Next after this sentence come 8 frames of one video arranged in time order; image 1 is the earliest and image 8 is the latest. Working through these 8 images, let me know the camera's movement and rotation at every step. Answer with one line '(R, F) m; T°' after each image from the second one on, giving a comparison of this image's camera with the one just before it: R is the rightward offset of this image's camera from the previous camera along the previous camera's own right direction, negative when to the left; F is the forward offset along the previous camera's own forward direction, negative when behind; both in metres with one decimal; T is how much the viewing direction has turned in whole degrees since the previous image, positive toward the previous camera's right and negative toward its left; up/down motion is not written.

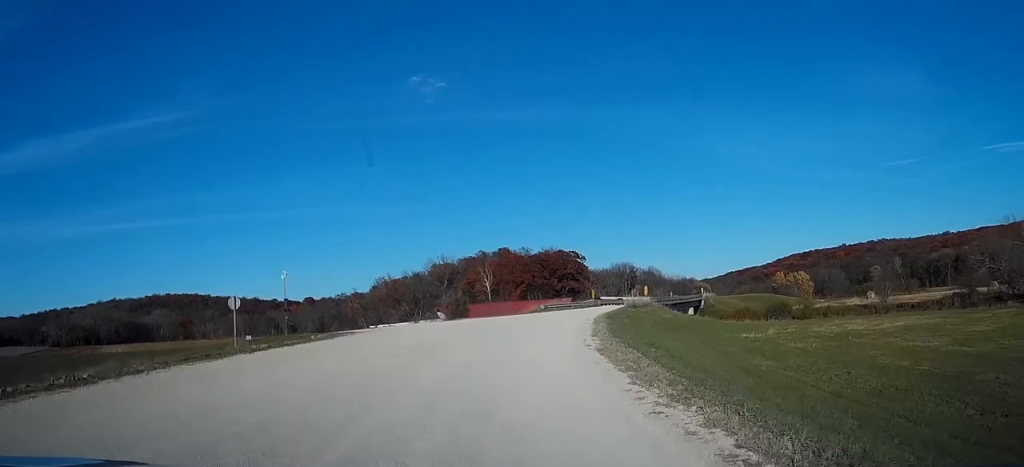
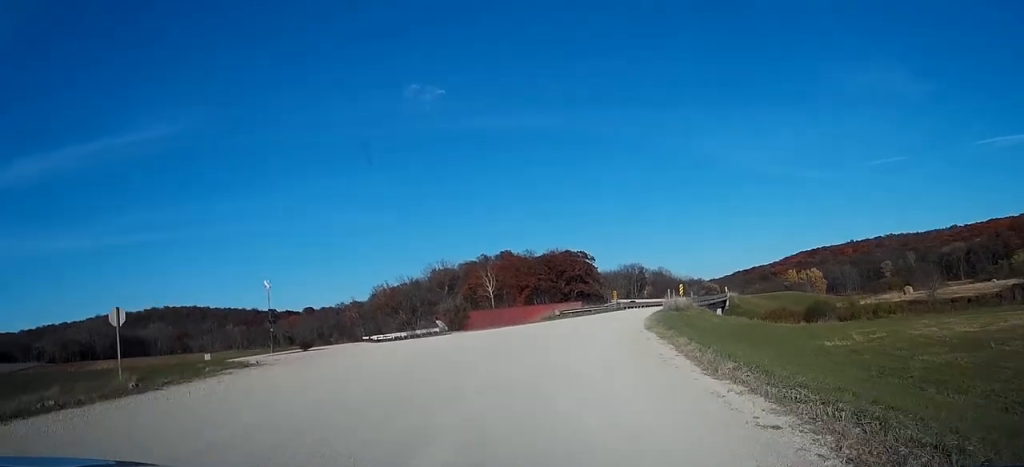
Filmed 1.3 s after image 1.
(+0.4, +15.5) m; -1°
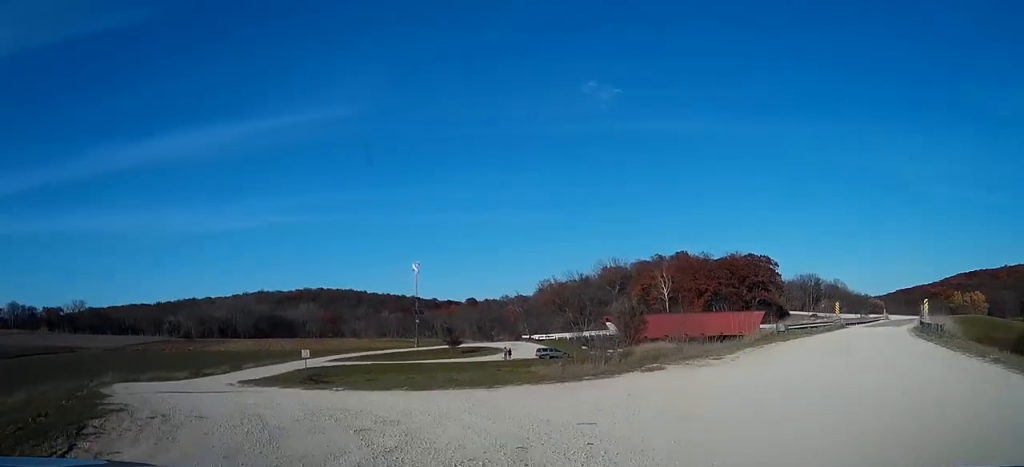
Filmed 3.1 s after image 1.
(-2.1, +17.7) m; -20°
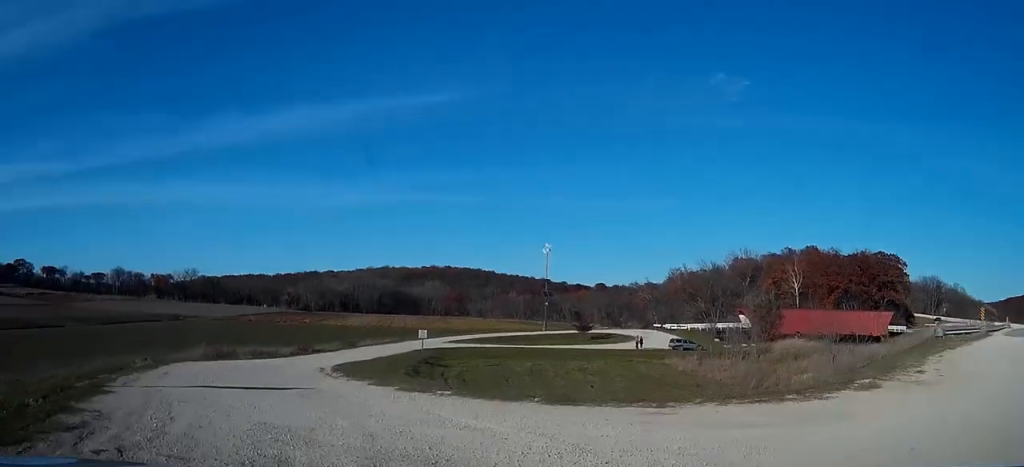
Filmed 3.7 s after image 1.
(-0.3, +5.3) m; -11°
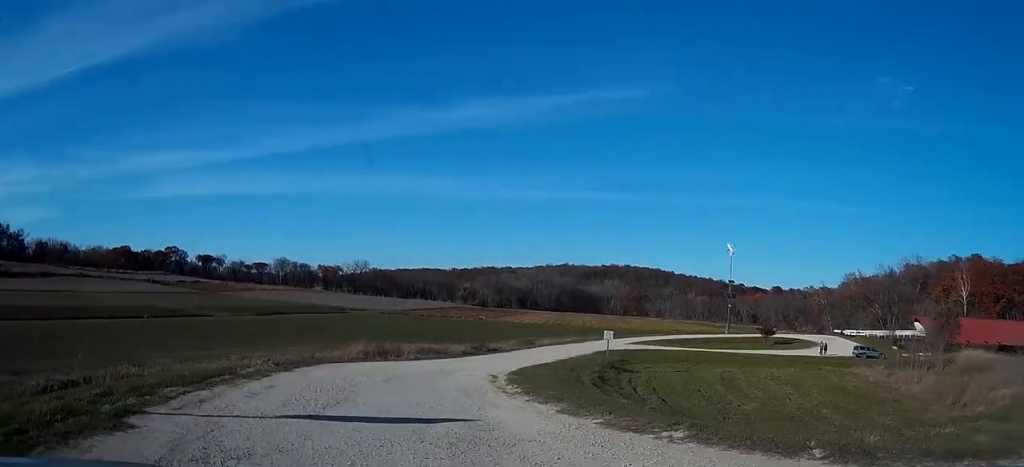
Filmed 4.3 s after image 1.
(-0.8, +4.8) m; -11°
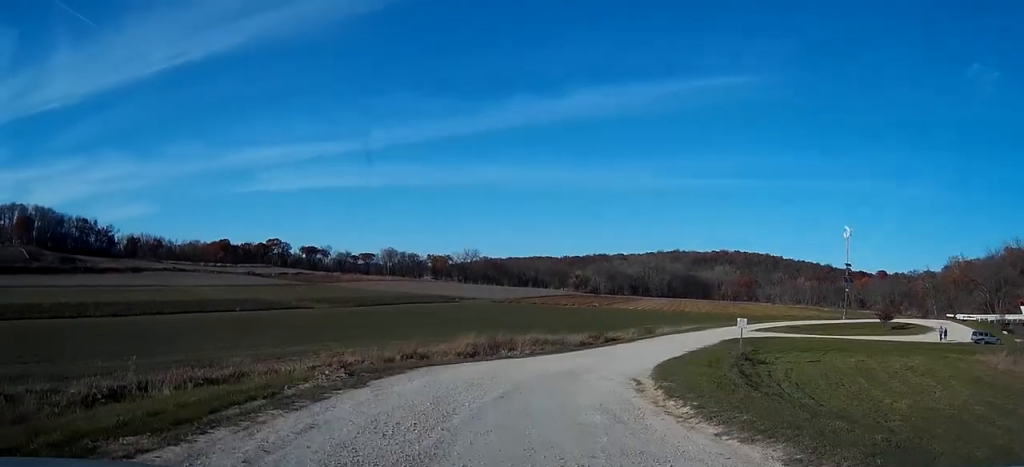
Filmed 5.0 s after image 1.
(-0.5, +5.2) m; -5°
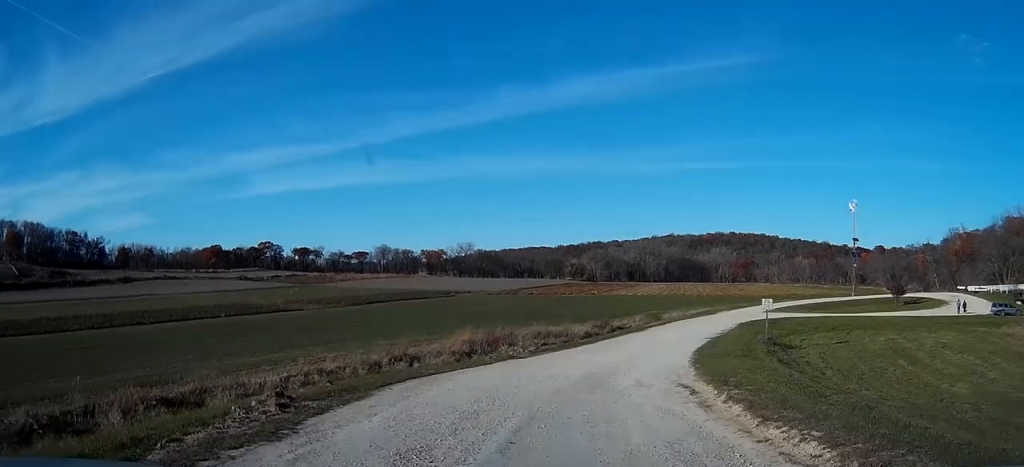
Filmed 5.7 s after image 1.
(-0.2, +4.9) m; -1°
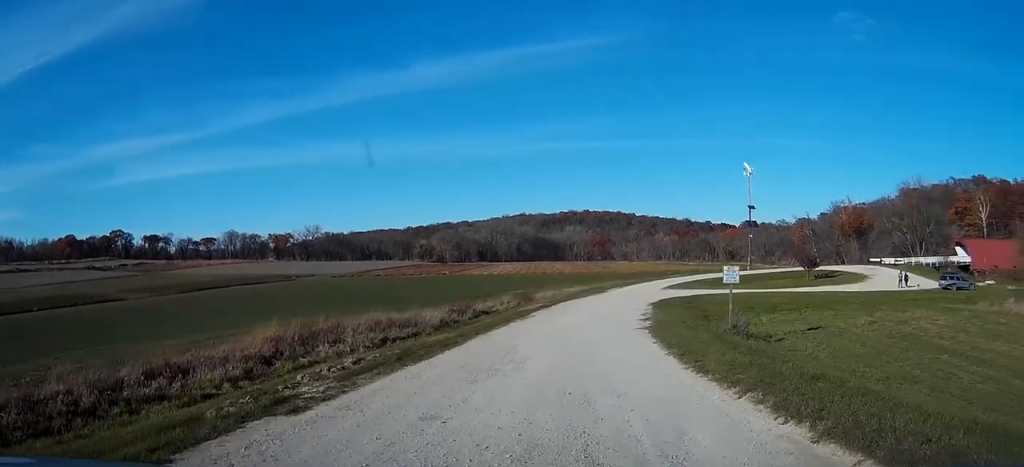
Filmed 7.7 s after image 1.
(+1.2, +14.9) m; +9°
